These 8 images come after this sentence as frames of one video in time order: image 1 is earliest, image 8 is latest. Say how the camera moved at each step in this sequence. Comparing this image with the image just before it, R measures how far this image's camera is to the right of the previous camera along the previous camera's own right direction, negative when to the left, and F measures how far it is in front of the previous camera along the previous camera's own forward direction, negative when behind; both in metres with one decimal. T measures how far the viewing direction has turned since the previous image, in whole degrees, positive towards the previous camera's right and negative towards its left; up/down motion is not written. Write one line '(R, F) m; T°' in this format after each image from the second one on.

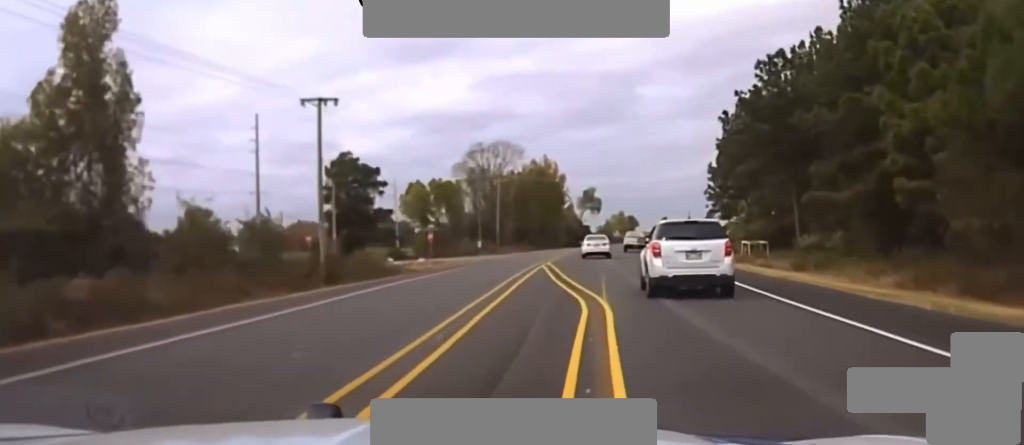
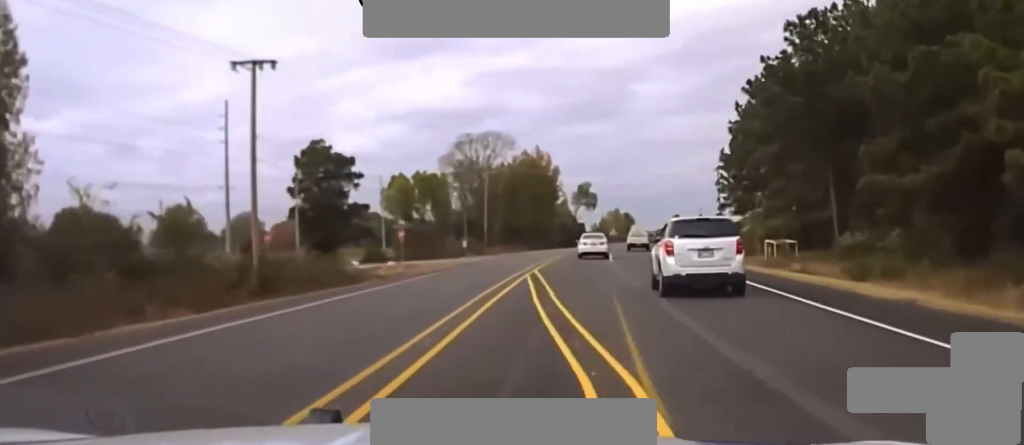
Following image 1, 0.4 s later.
(-0.1, +10.5) m; 0°
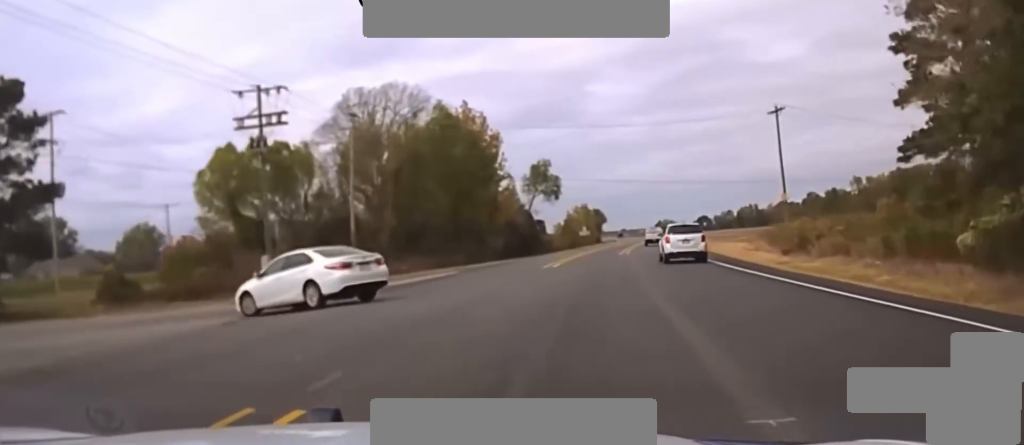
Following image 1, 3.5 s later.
(+1.5, +63.1) m; -5°
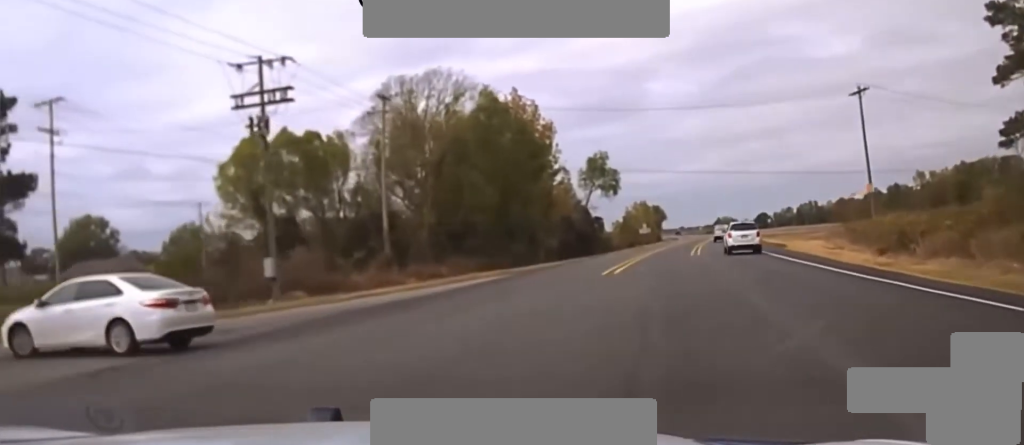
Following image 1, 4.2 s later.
(+0.2, +9.0) m; -10°
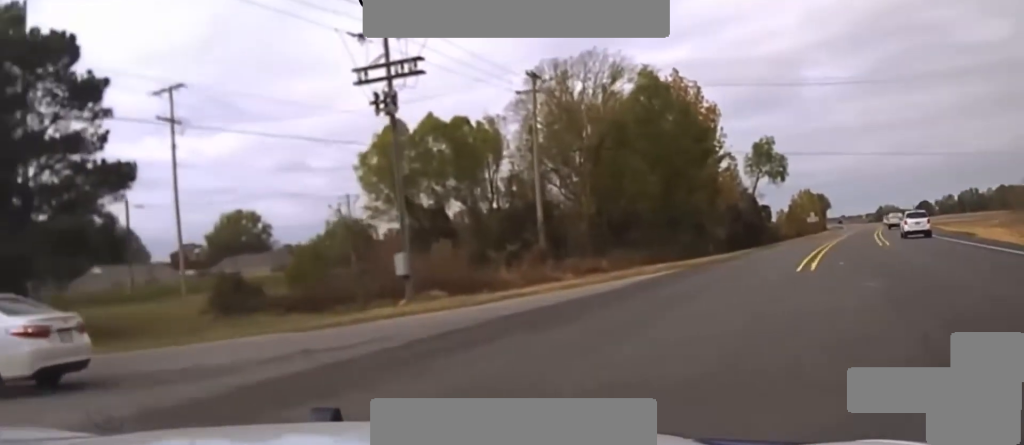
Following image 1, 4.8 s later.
(-1.8, +5.6) m; -12°
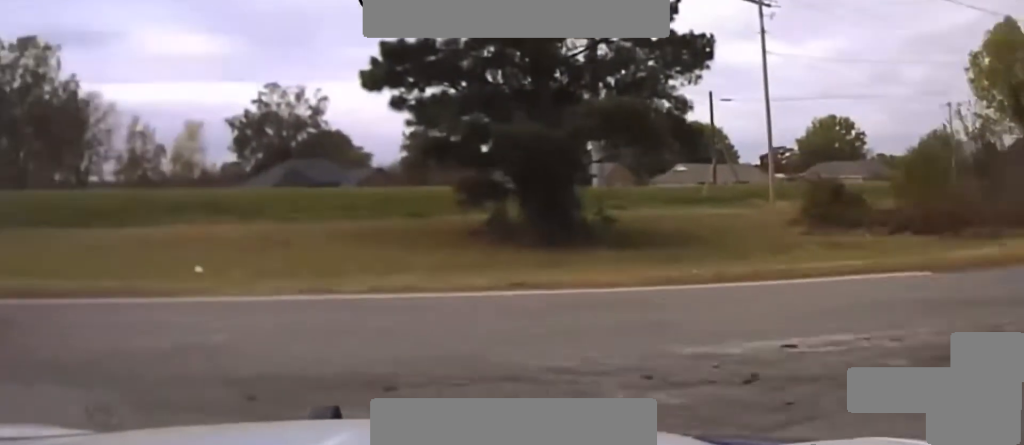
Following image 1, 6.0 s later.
(-0.7, +7.8) m; -21°
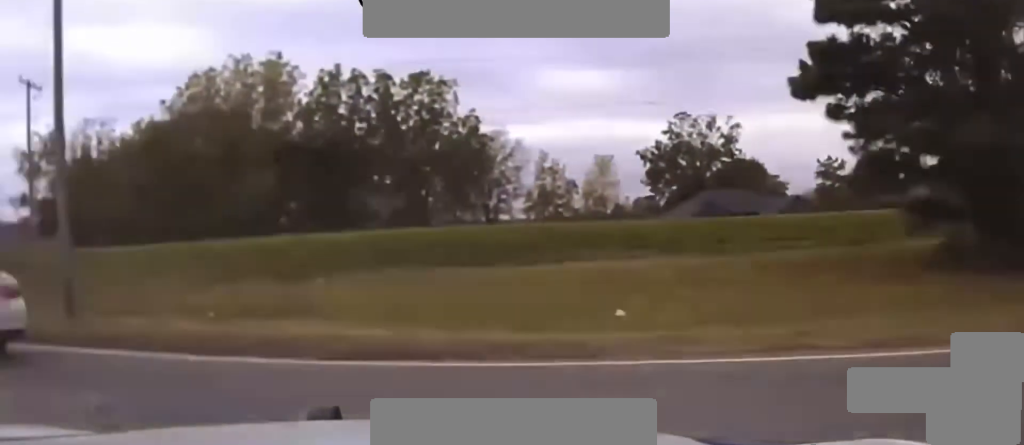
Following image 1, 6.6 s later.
(-0.8, +2.5) m; -31°
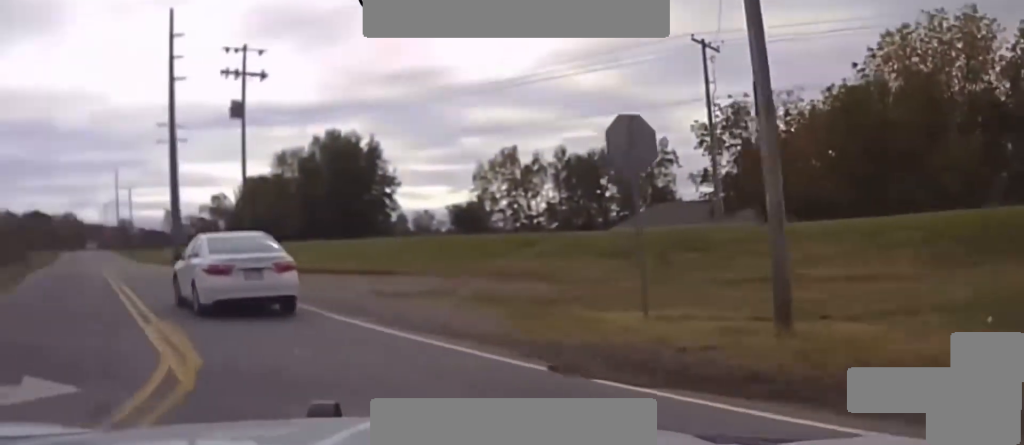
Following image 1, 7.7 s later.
(-2.8, +4.7) m; -46°
